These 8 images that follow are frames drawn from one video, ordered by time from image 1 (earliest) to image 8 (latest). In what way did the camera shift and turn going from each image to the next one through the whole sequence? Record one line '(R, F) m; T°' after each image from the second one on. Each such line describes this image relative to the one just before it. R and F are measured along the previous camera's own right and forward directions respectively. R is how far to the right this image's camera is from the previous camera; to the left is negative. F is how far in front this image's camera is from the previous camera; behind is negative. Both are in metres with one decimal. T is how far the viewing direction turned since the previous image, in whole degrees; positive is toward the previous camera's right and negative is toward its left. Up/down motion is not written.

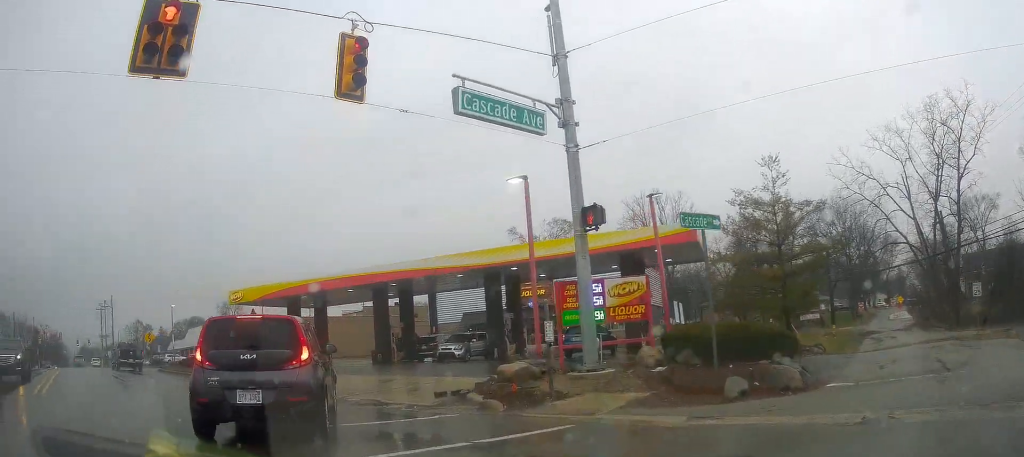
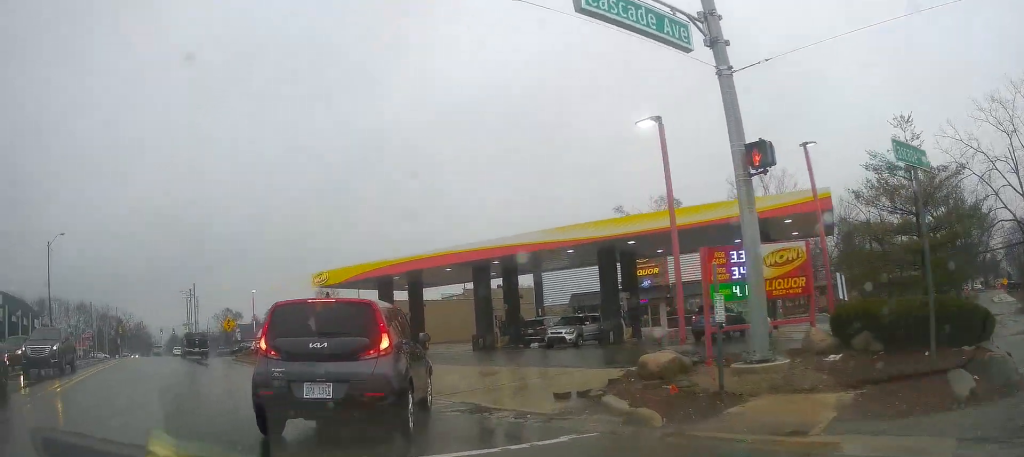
(-0.3, +3.2) m; -10°
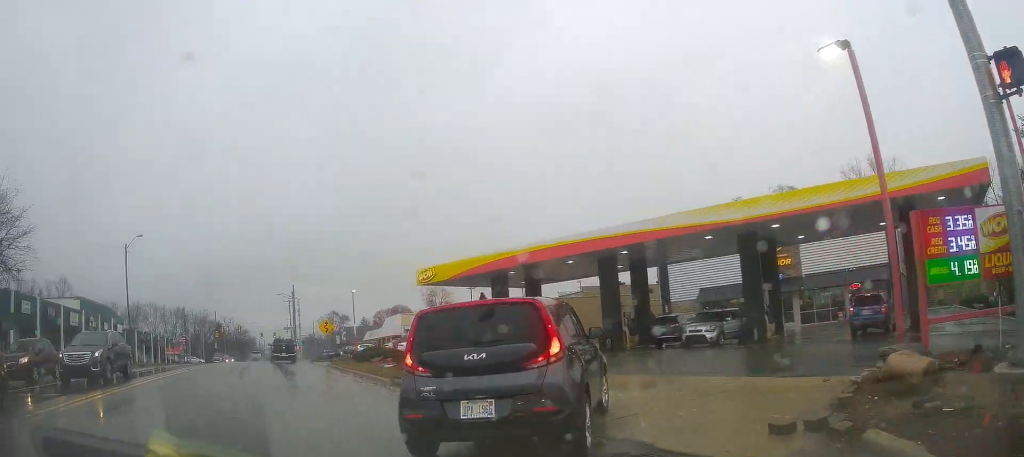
(-0.7, +4.3) m; -12°
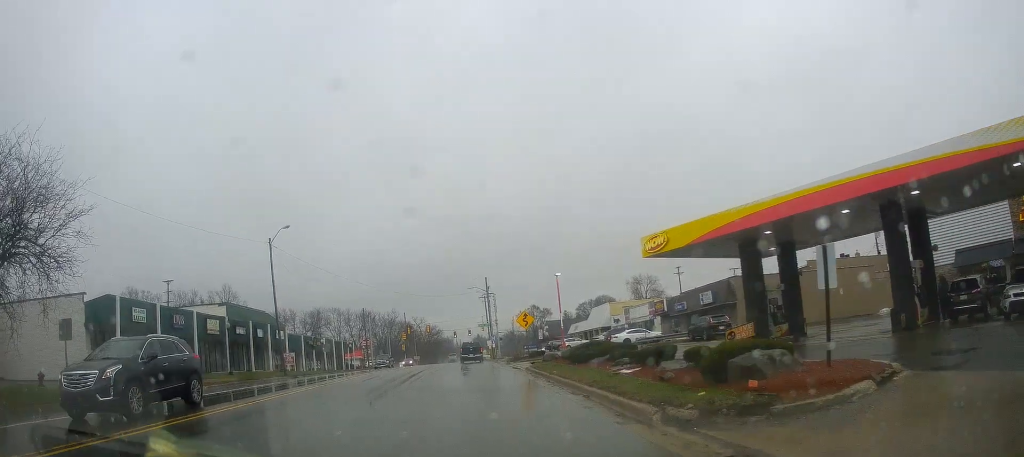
(-1.9, +8.9) m; -20°
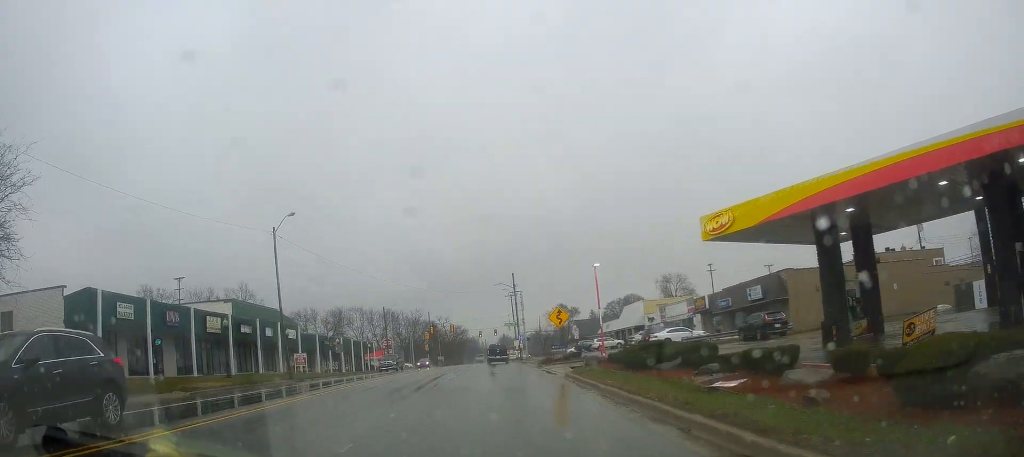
(-0.2, +4.3) m; -6°
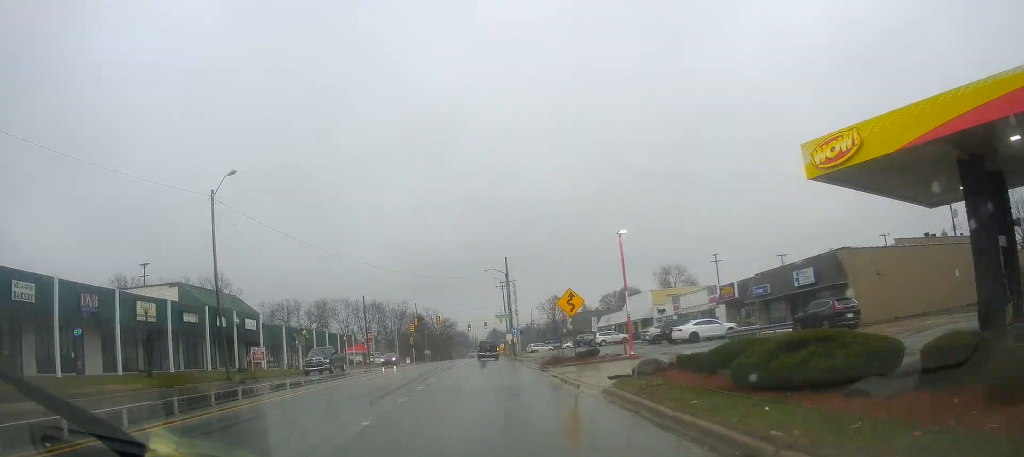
(-0.3, +8.8) m; +4°
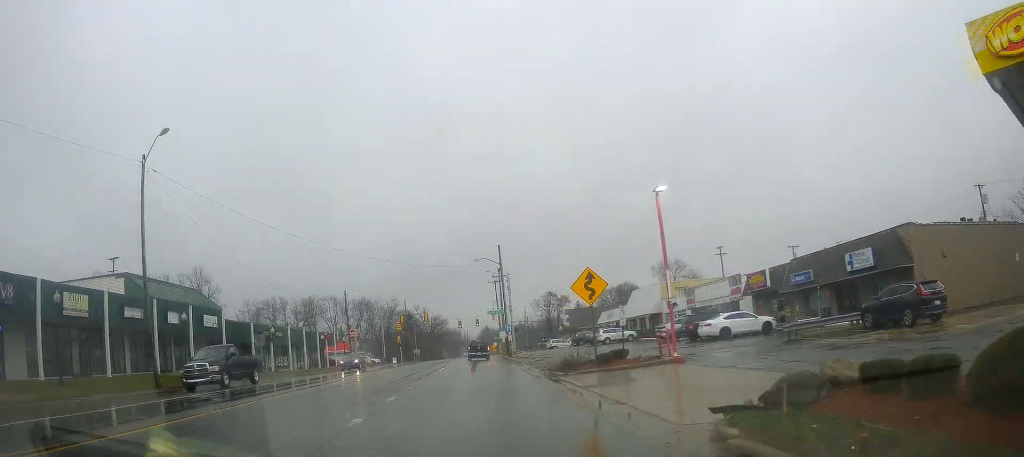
(+0.6, +7.3) m; +3°
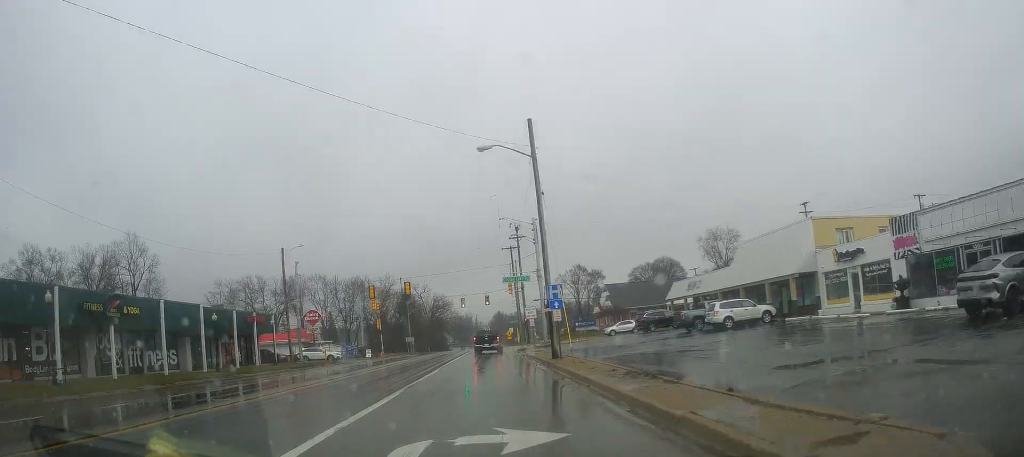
(+0.1, +31.4) m; 0°
